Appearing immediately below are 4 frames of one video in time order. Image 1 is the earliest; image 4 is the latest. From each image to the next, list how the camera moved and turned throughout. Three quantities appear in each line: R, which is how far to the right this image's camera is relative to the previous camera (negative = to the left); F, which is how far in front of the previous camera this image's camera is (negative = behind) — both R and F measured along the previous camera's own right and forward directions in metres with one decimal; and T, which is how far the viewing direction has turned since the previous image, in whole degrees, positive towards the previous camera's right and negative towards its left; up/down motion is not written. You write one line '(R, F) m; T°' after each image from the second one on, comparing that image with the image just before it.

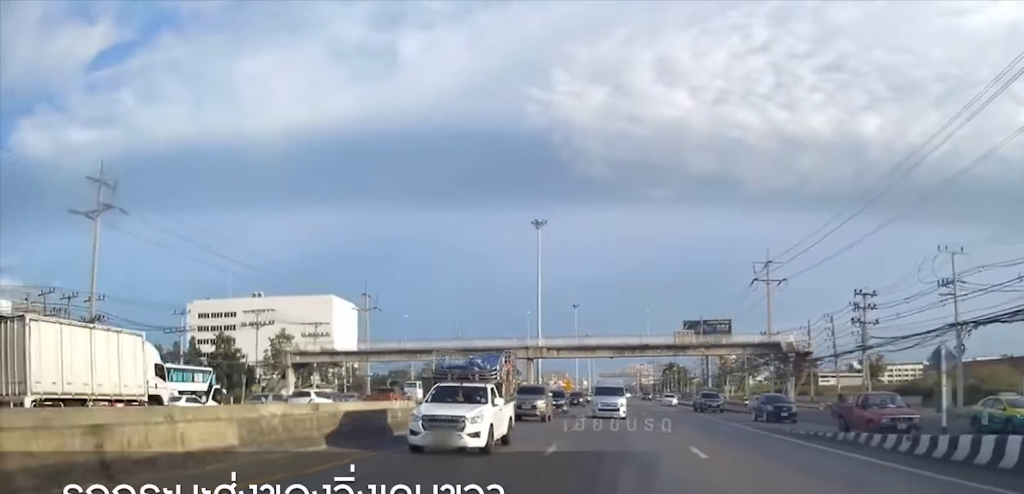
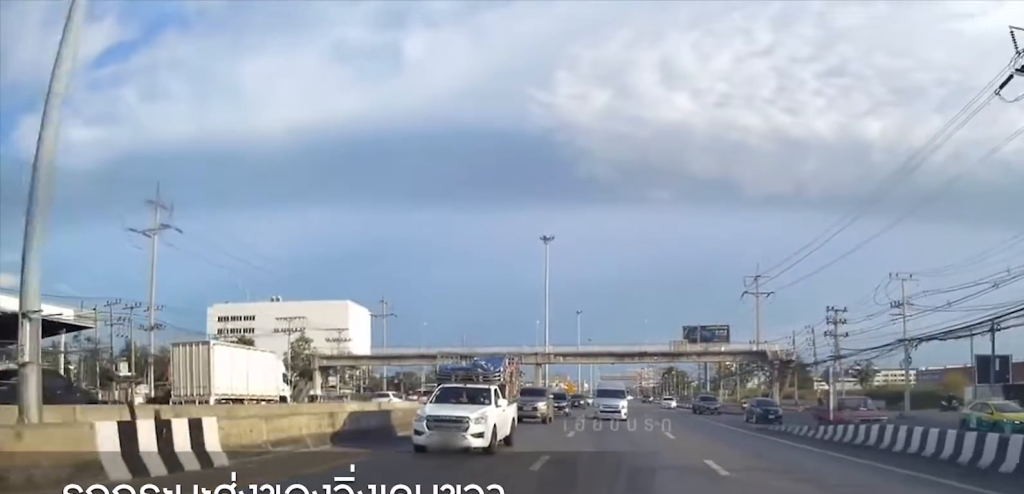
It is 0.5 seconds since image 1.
(-0.4, +9.5) m; -1°
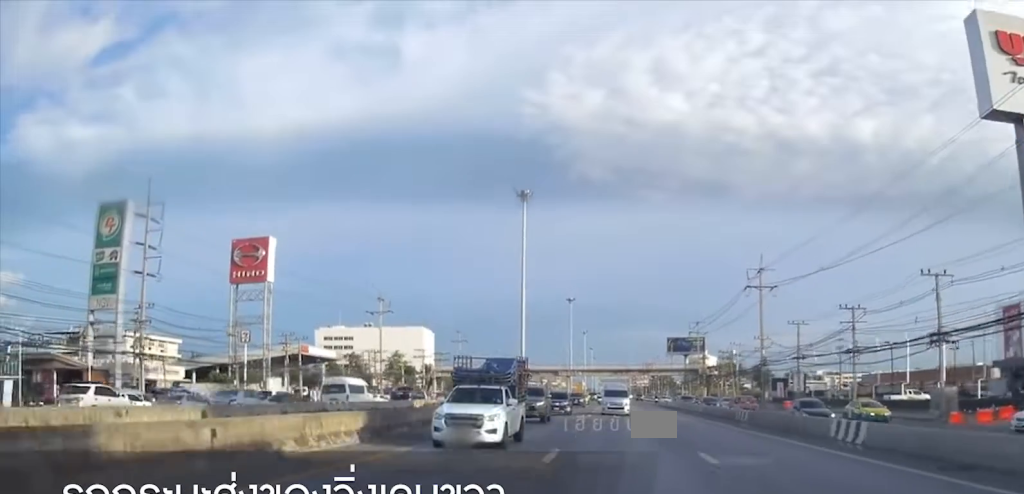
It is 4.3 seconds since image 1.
(+0.6, +75.6) m; +1°
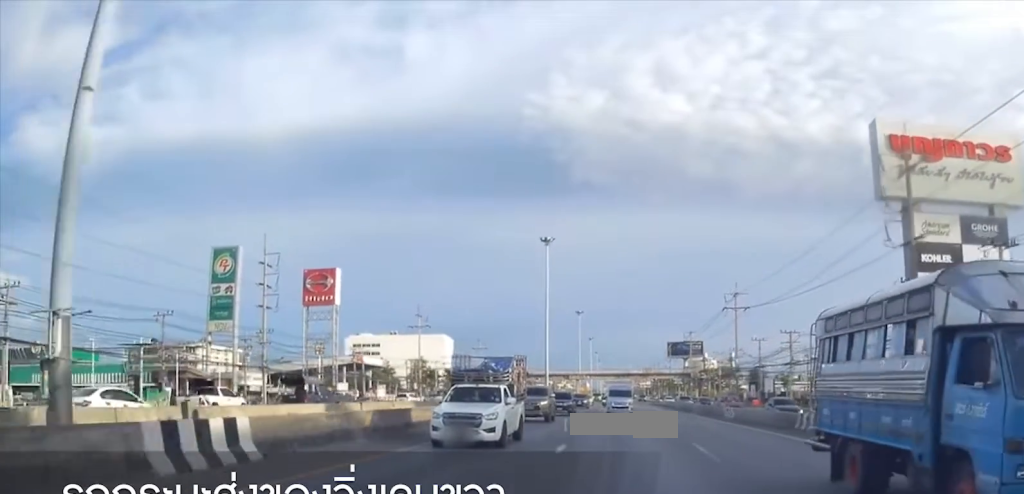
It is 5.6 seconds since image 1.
(0.0, +25.4) m; 0°
